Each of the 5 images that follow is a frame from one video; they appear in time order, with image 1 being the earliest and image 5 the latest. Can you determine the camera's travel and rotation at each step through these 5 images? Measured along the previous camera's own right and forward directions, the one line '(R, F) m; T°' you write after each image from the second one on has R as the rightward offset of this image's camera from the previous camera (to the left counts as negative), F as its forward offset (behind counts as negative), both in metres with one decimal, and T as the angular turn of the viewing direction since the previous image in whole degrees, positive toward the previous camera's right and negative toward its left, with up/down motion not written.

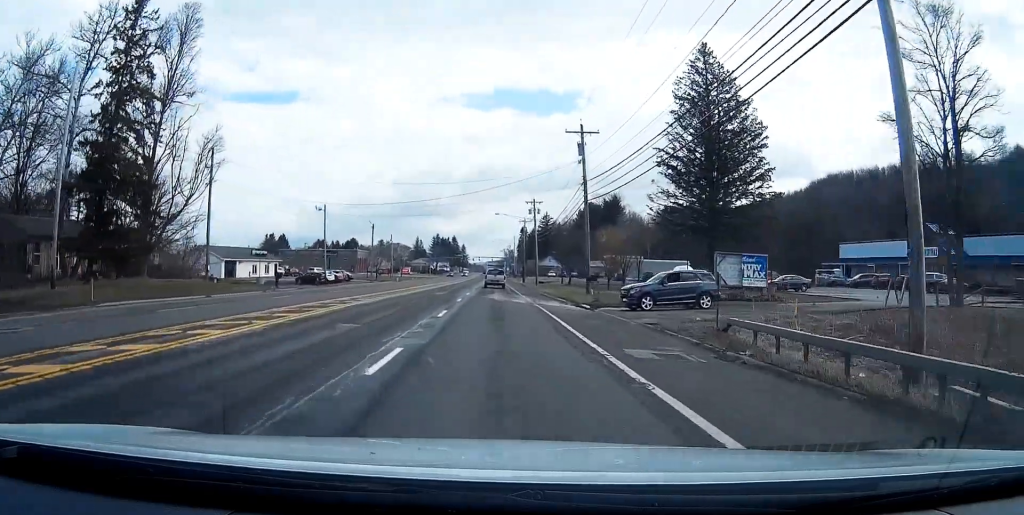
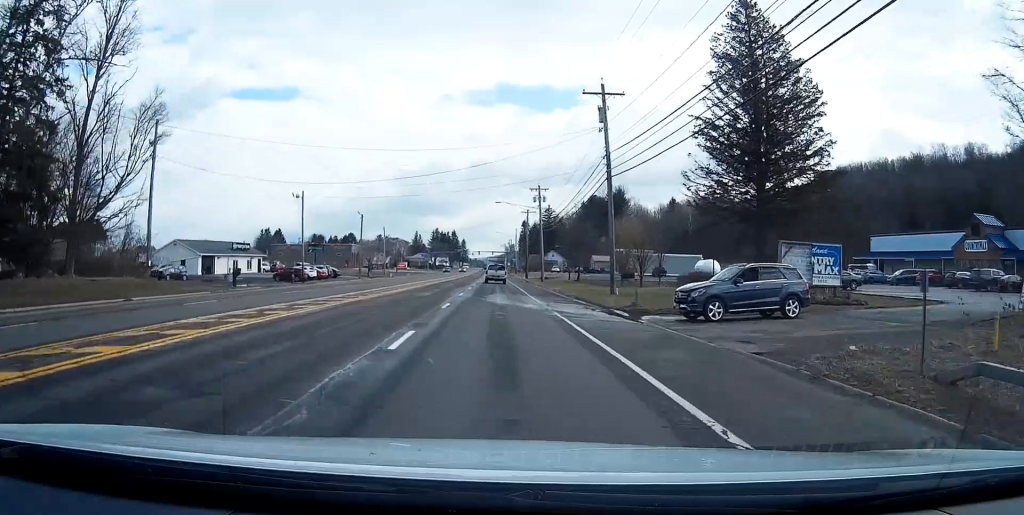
(0.0, +10.2) m; 0°
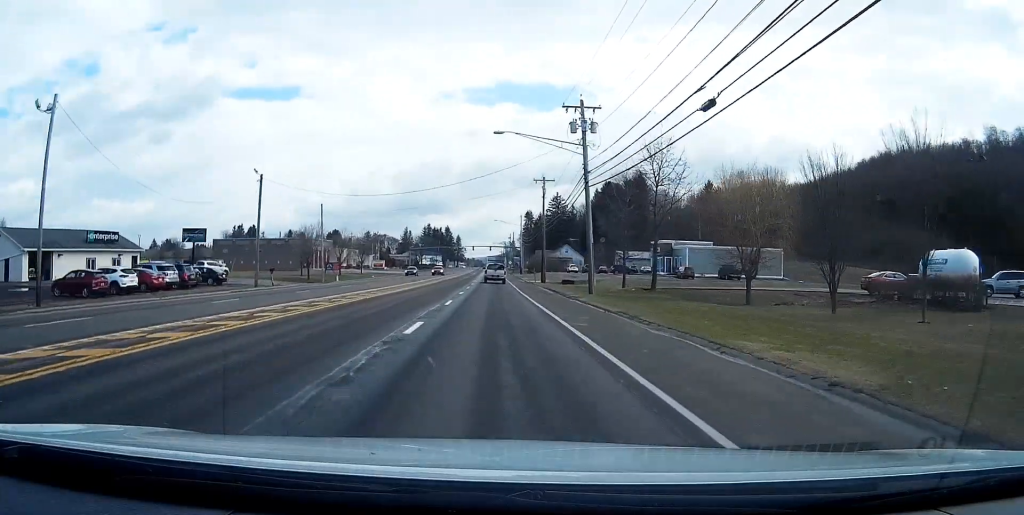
(+0.3, +45.2) m; +1°
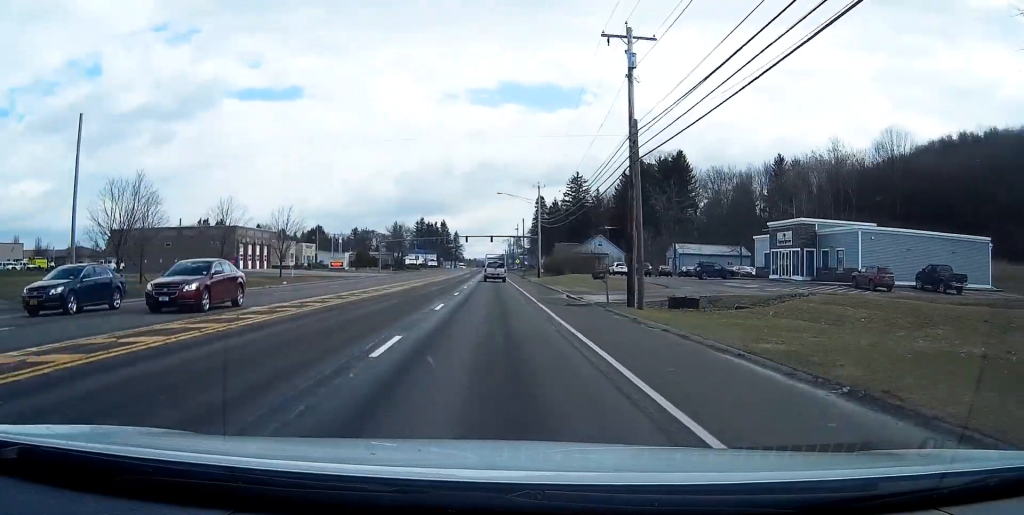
(0.0, +52.5) m; 0°
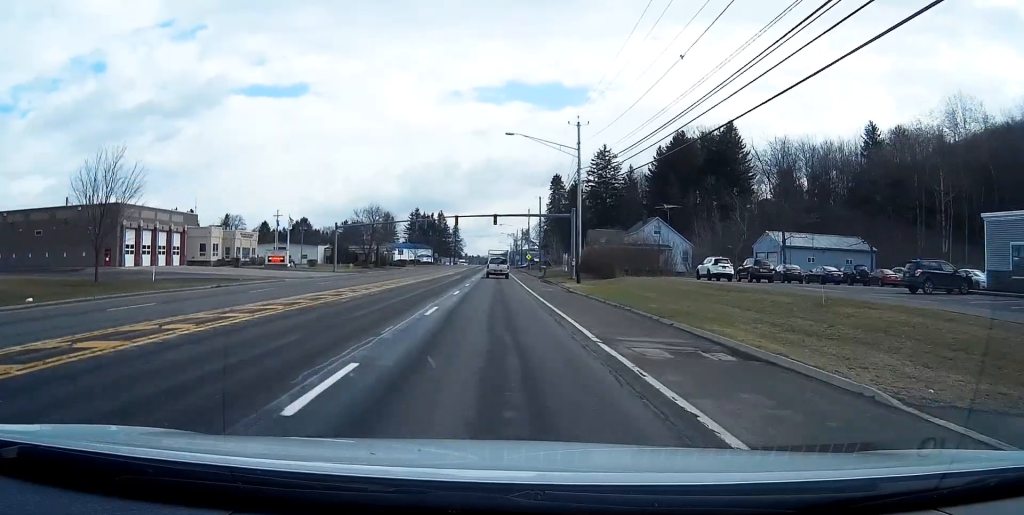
(+0.1, +40.8) m; 0°
